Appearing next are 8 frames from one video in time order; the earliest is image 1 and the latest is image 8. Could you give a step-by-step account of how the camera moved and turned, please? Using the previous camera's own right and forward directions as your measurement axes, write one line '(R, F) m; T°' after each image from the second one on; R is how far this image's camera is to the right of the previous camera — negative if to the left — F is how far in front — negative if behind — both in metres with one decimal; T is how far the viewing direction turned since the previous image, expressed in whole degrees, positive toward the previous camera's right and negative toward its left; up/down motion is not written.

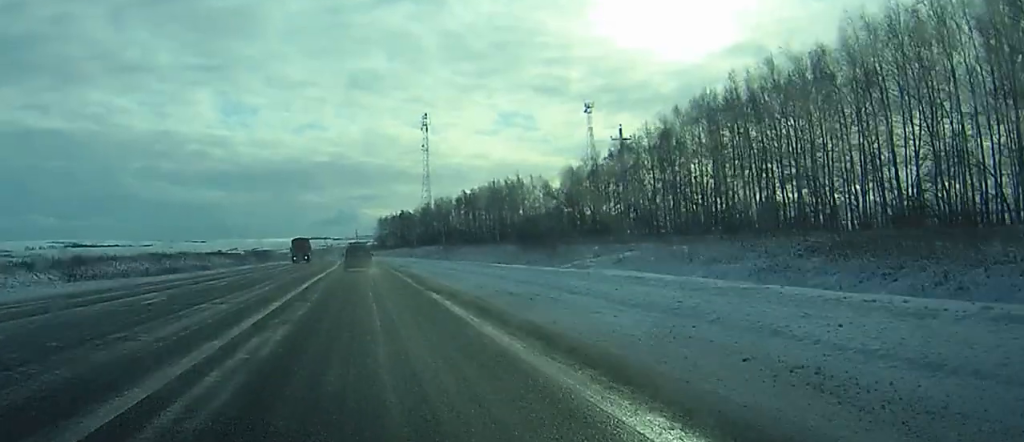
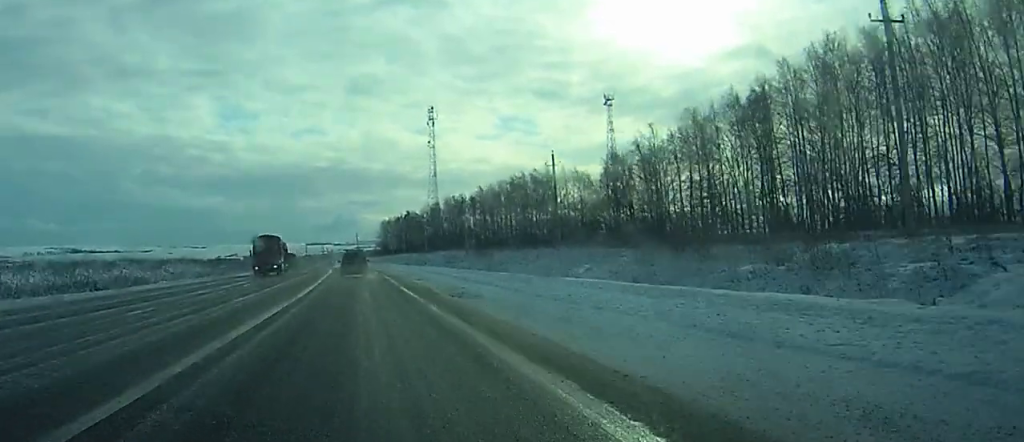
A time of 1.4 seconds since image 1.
(-0.1, +35.8) m; 0°
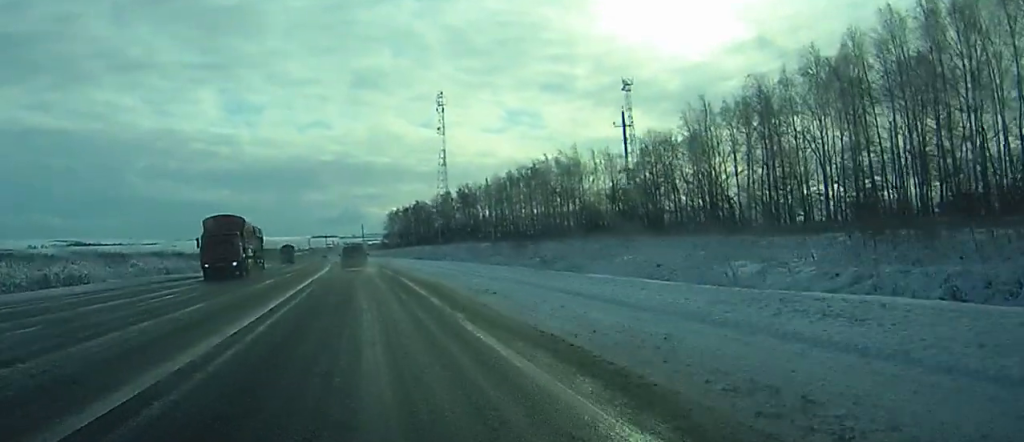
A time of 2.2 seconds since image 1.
(+0.1, +20.9) m; 0°
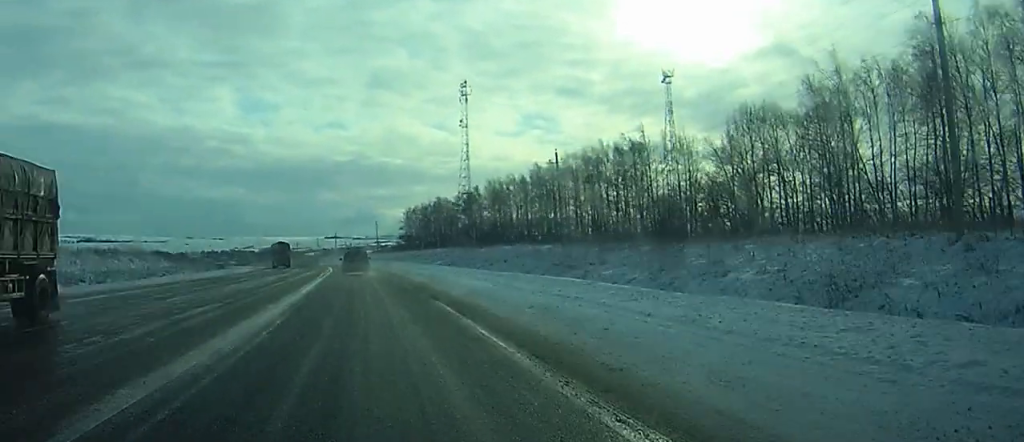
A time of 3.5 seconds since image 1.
(0.0, +34.4) m; 0°
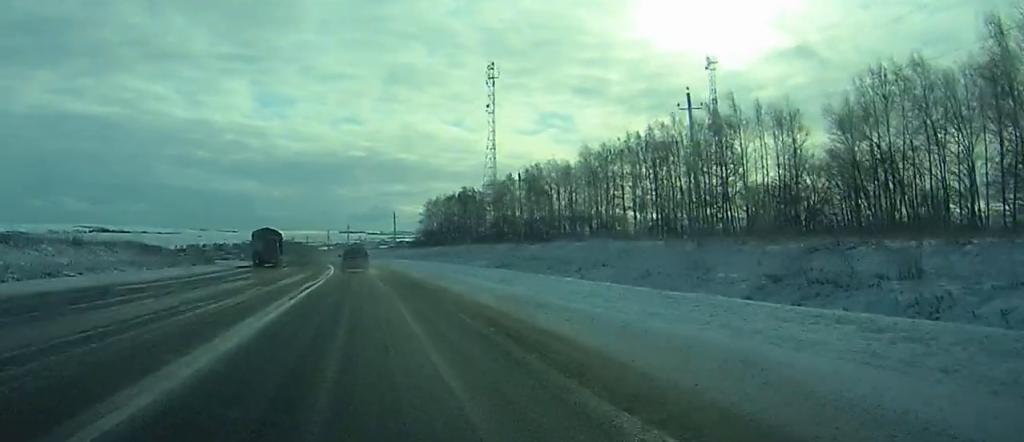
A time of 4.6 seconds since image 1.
(-0.1, +30.6) m; 0°
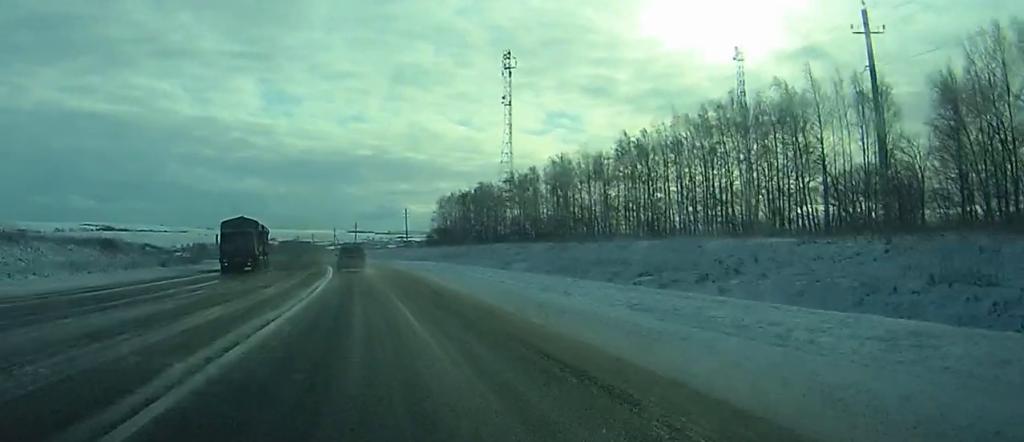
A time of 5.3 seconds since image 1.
(0.0, +19.1) m; 0°
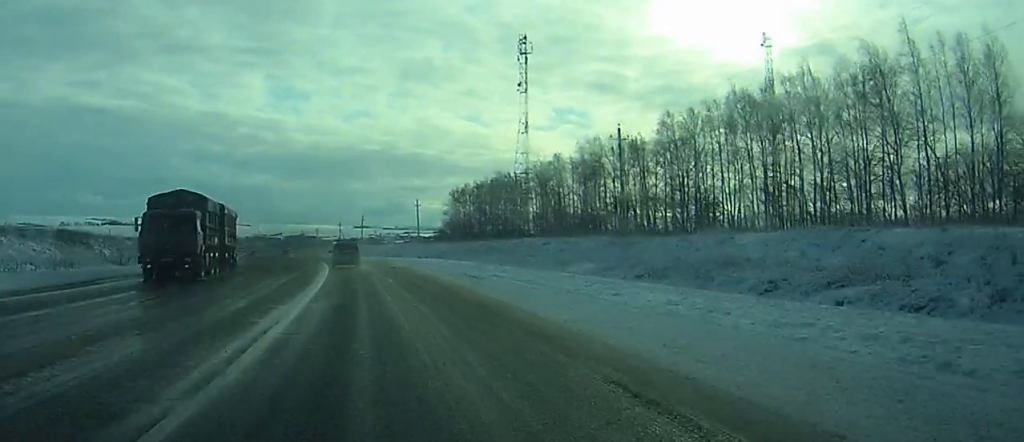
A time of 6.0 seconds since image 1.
(-0.1, +18.1) m; +2°
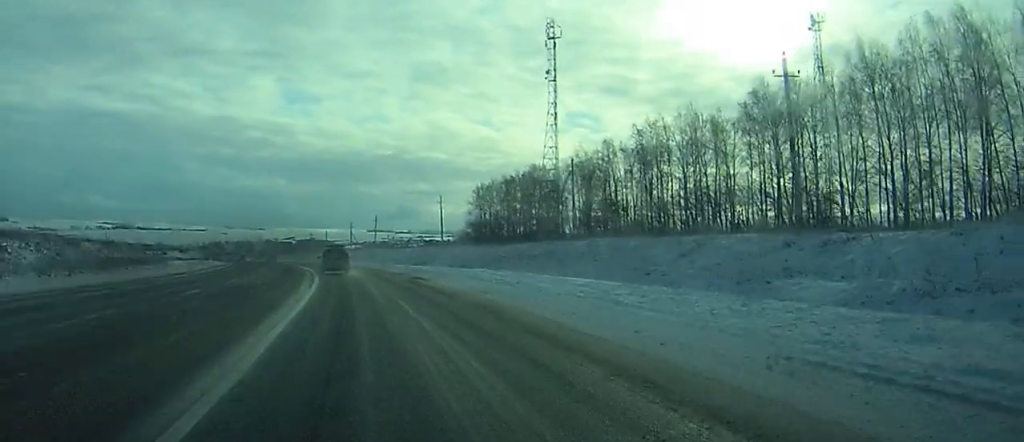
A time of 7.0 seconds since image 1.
(+1.1, +27.8) m; -2°
